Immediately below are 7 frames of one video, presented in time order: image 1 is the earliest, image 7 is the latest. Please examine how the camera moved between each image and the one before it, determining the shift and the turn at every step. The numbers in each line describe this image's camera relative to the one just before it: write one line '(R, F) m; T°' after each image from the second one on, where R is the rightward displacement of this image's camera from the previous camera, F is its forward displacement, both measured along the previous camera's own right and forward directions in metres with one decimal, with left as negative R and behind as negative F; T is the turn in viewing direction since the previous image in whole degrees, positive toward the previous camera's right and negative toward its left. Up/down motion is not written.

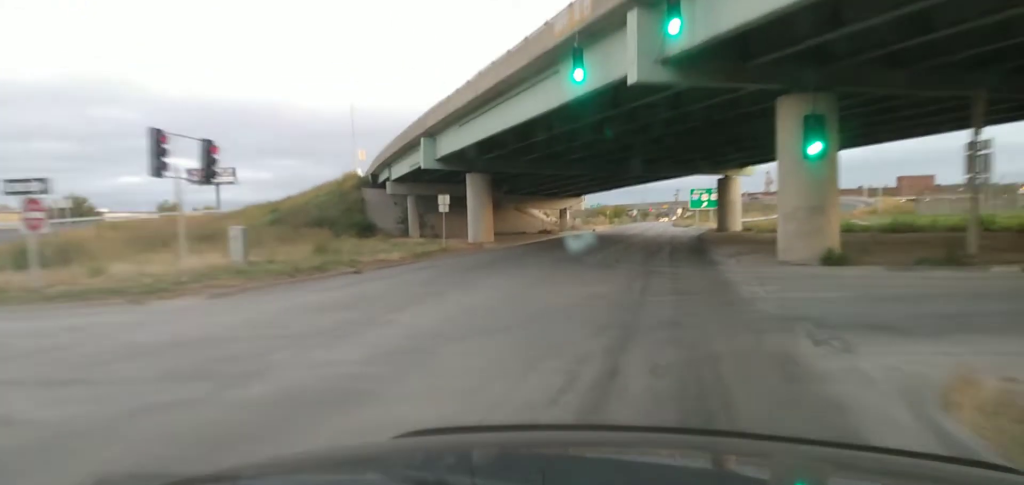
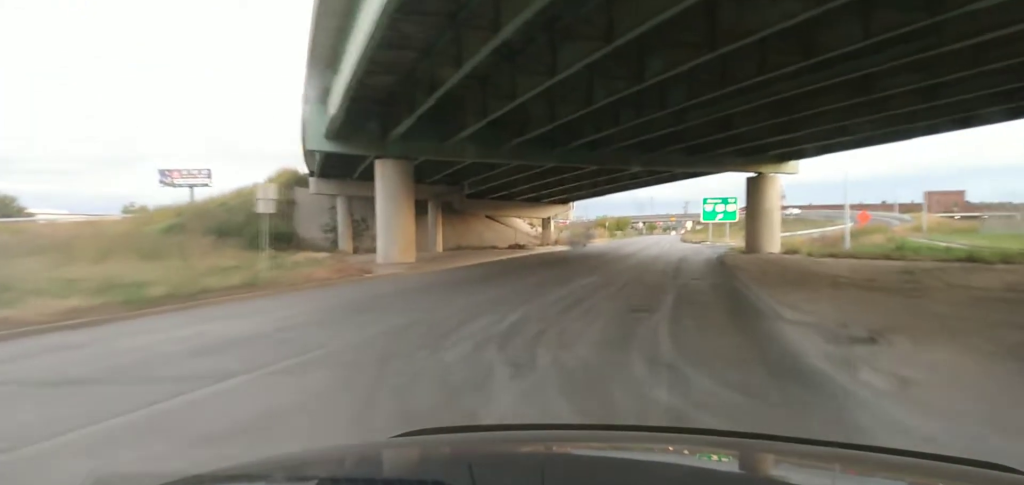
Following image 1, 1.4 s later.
(+0.1, +18.5) m; -5°
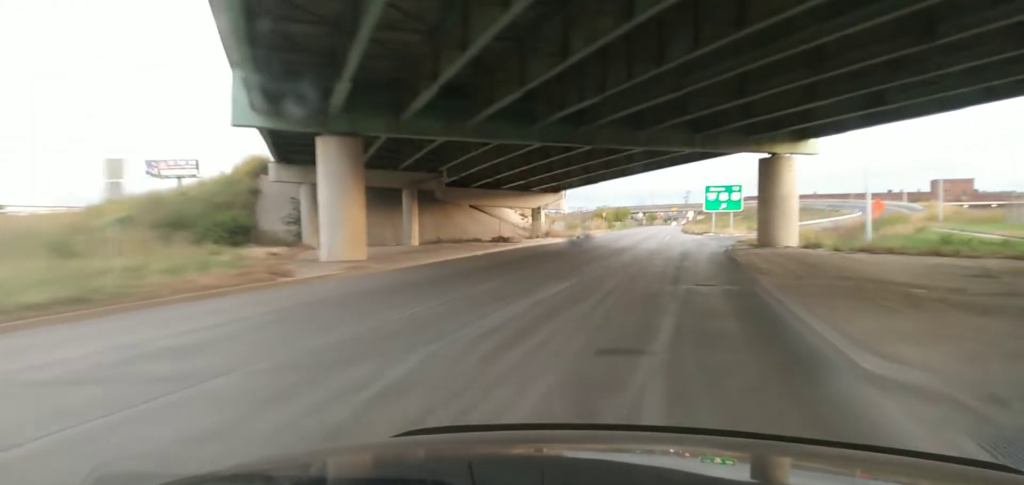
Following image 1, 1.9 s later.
(-0.2, +6.0) m; 0°
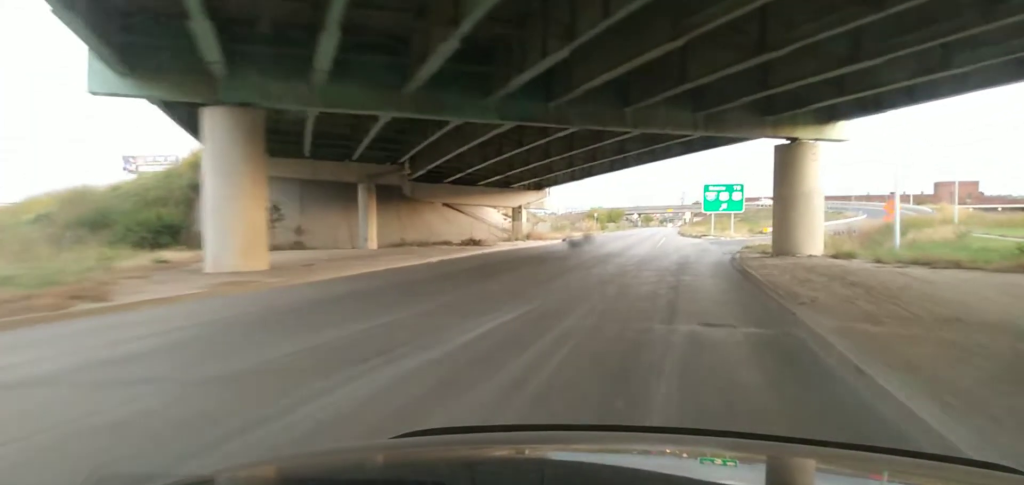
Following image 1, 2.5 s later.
(-0.9, +7.4) m; +2°
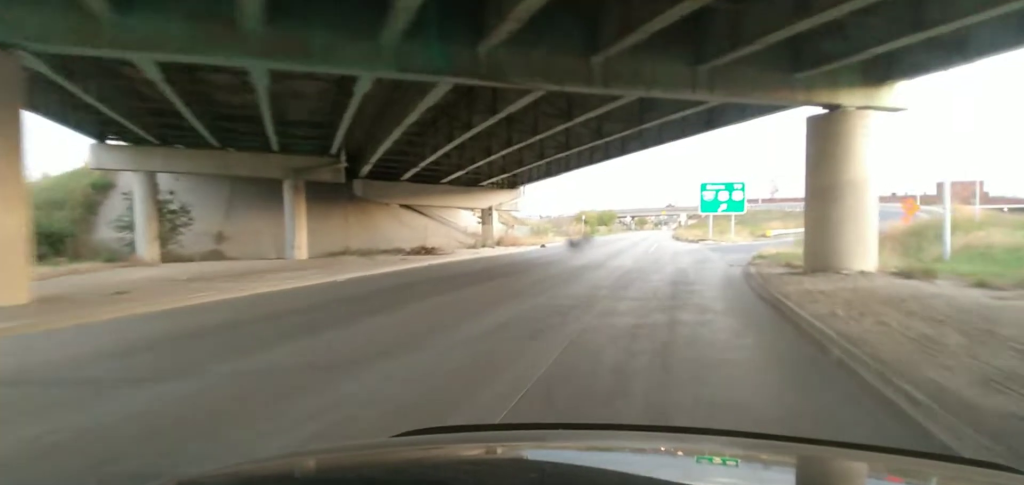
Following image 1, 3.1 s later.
(+0.9, +8.7) m; +3°
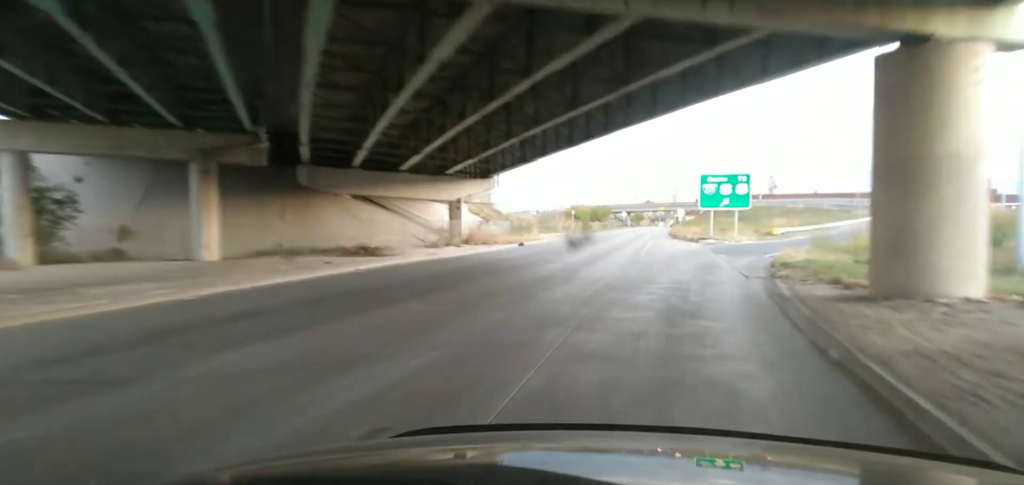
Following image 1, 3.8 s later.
(+0.6, +7.8) m; +3°
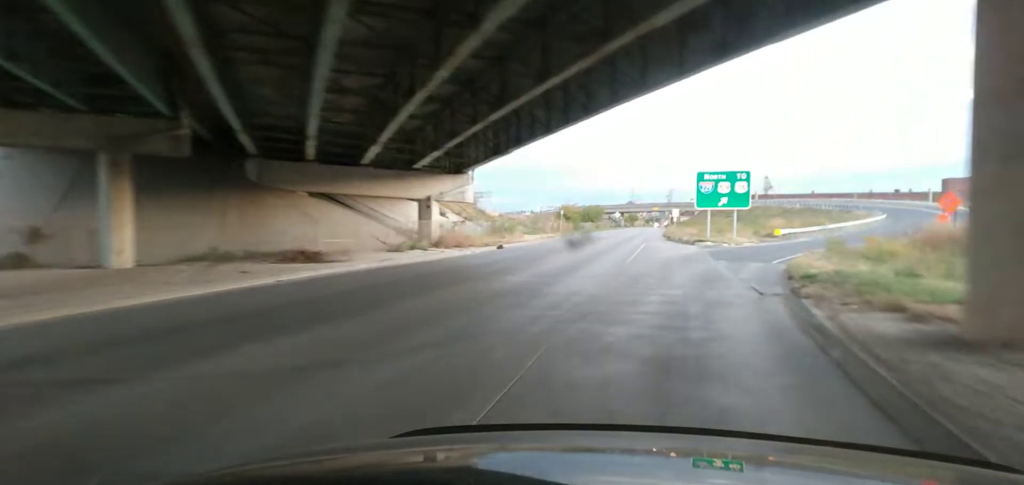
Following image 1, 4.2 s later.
(-0.4, +5.1) m; 0°
